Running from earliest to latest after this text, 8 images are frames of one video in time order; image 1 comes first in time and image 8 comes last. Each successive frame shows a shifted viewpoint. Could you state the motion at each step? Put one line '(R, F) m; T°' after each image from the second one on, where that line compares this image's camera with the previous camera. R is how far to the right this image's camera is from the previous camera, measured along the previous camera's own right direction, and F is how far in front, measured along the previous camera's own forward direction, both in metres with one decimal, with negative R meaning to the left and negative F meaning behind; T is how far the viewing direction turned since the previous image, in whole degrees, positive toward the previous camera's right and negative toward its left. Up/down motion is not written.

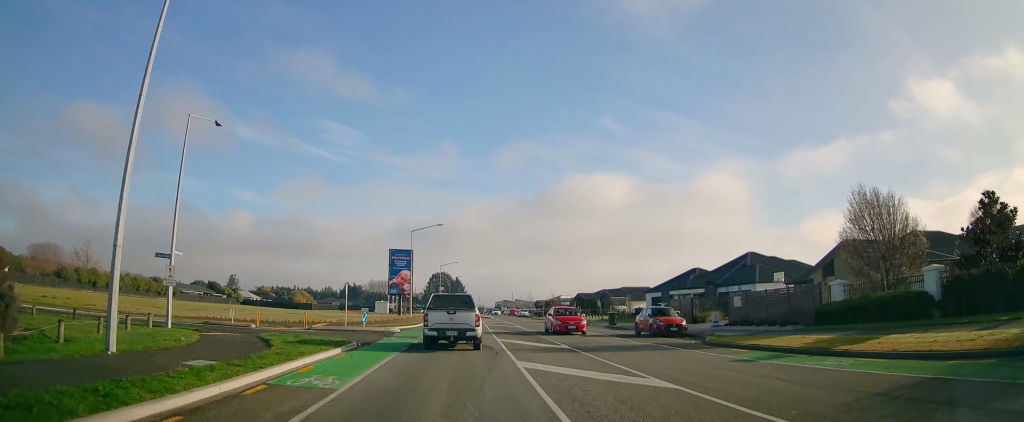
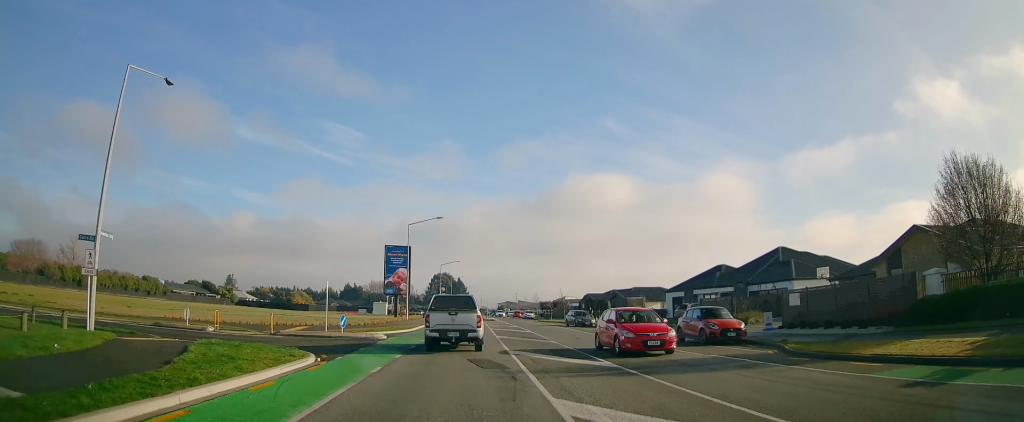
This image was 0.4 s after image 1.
(0.0, +5.8) m; -1°
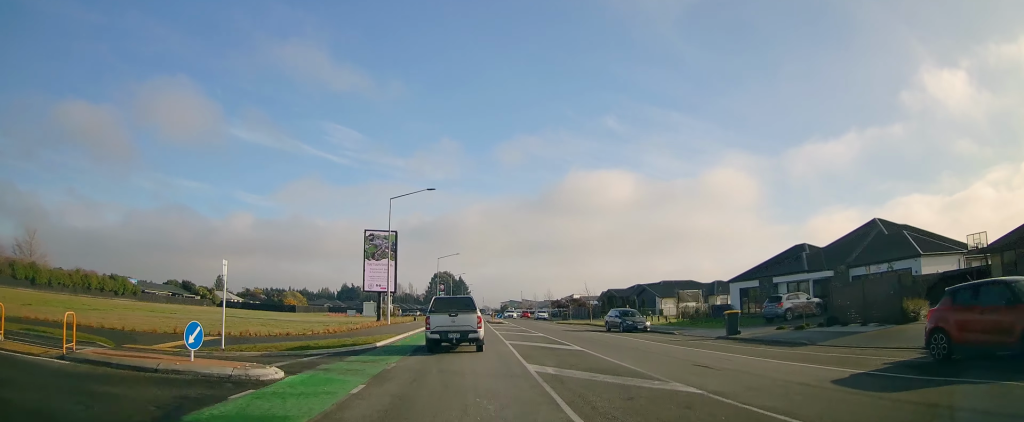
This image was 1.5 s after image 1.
(-0.3, +14.2) m; -1°
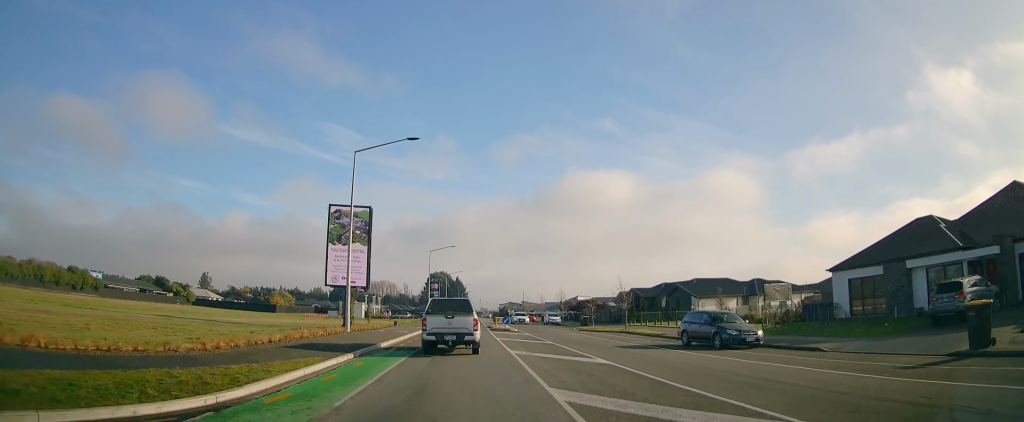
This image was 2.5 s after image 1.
(+0.1, +13.9) m; -1°
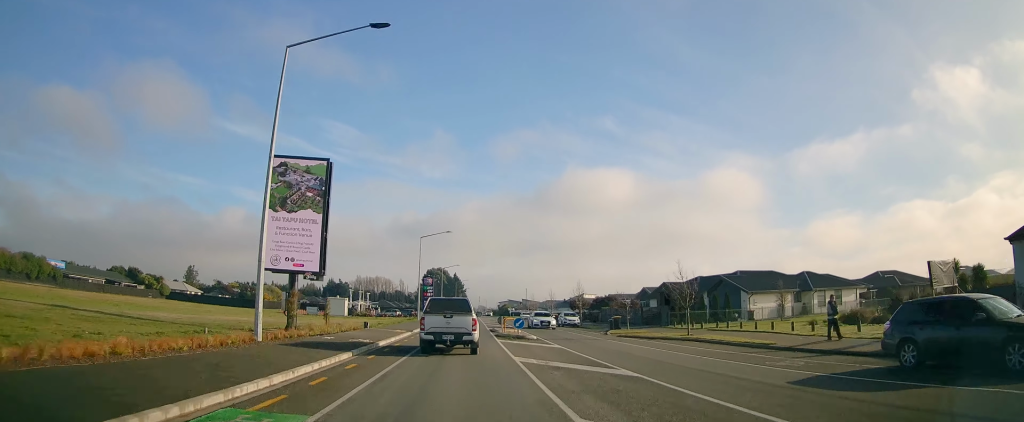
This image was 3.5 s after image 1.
(-0.4, +13.2) m; -1°
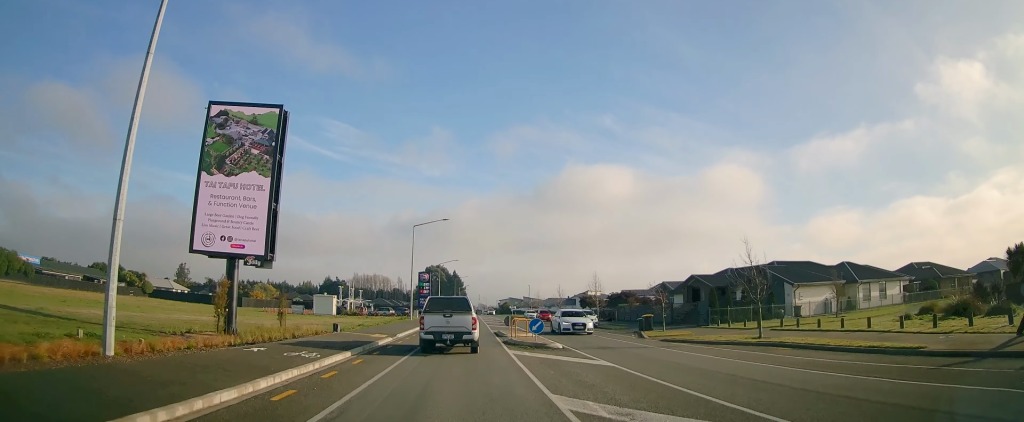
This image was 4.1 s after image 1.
(-0.1, +8.2) m; 0°
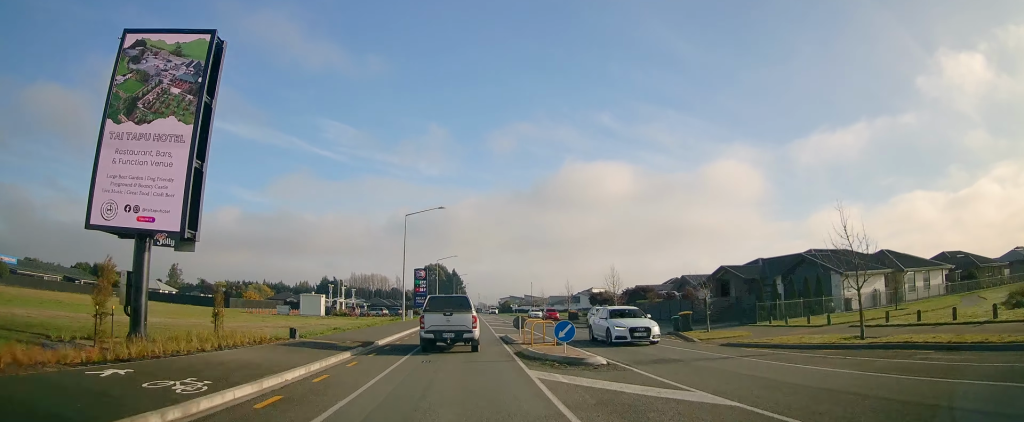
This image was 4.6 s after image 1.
(+0.1, +6.8) m; +2°
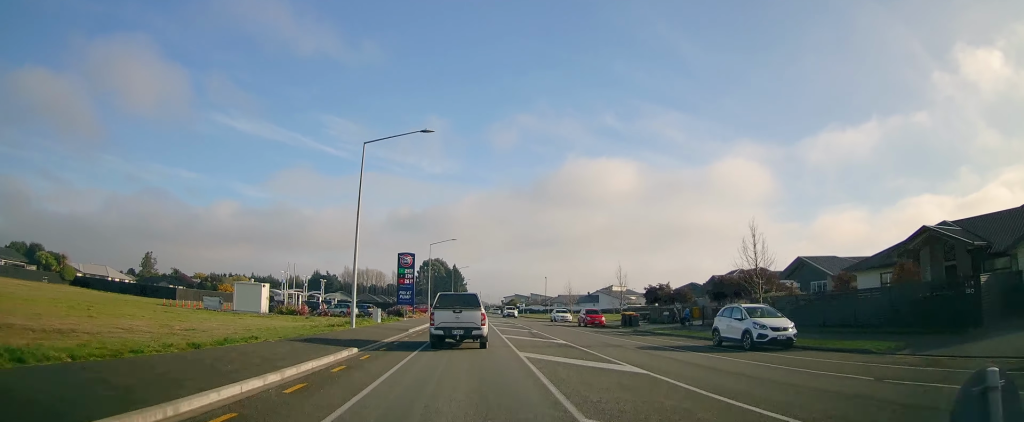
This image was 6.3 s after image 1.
(+0.8, +23.1) m; +2°
